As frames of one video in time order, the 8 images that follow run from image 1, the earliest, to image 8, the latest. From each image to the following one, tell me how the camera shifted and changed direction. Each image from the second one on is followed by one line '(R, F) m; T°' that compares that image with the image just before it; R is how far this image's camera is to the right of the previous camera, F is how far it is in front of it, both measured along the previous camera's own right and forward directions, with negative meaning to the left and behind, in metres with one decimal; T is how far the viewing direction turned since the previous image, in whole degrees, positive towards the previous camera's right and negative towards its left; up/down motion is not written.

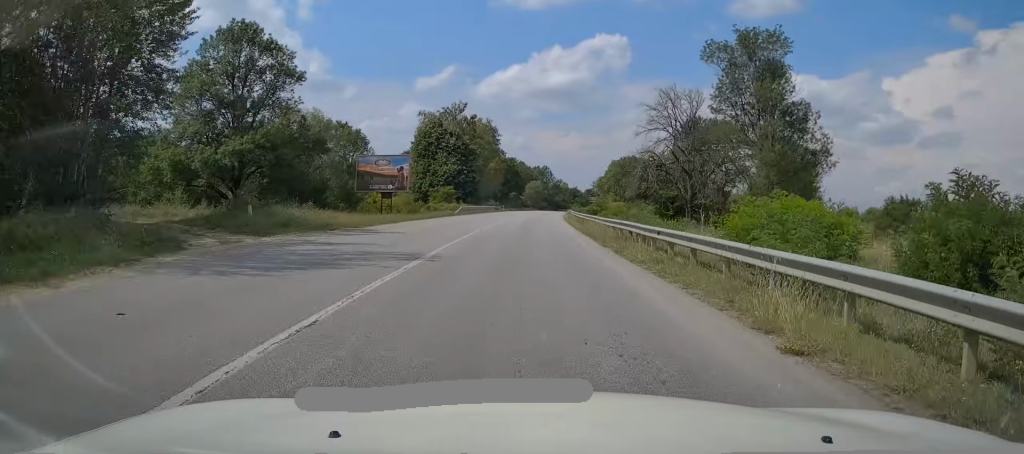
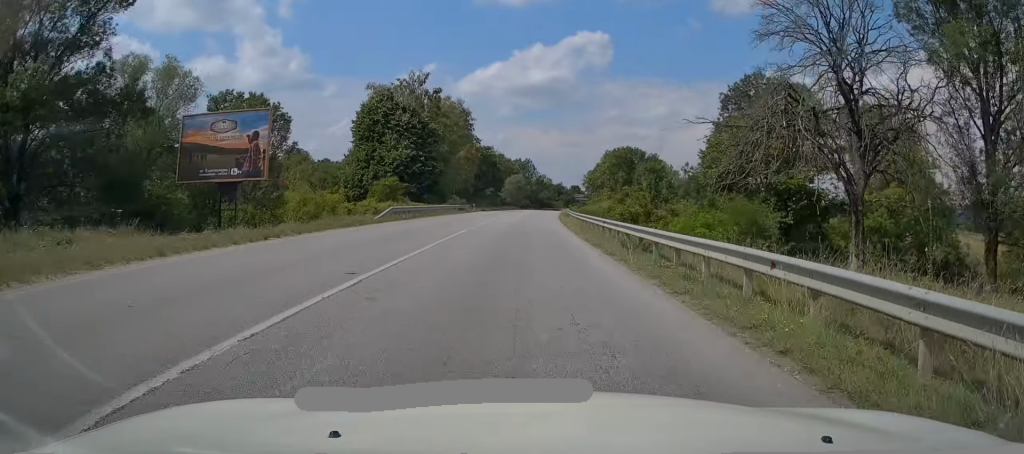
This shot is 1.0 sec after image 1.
(+0.1, +23.9) m; +1°
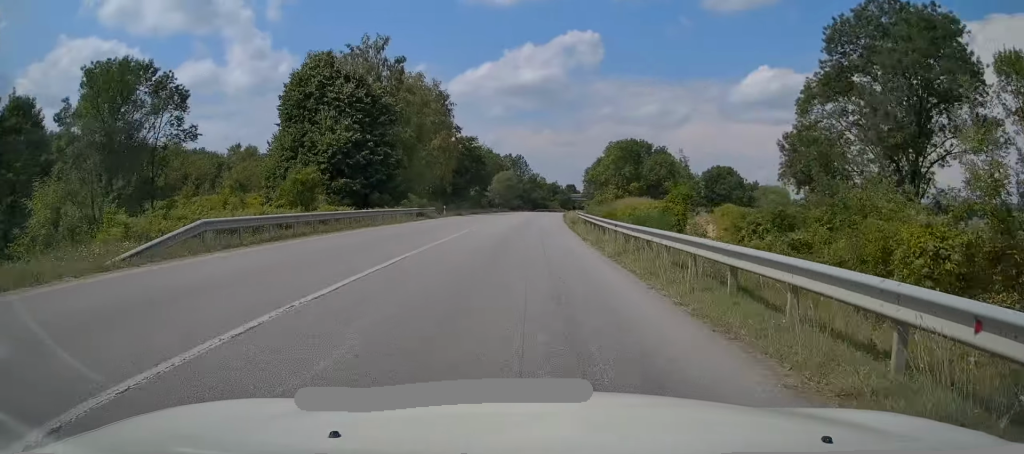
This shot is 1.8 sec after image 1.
(+0.3, +19.9) m; +2°
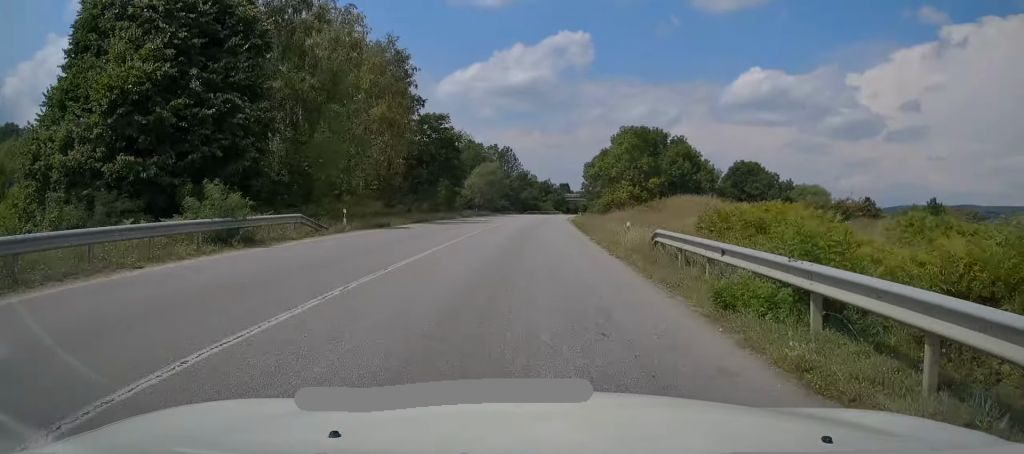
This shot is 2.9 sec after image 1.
(+0.5, +26.3) m; +1°
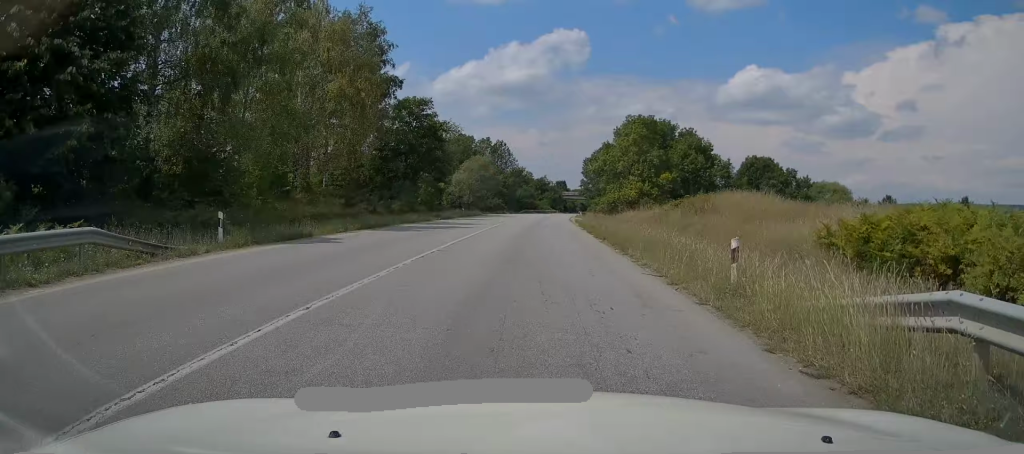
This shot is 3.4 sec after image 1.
(0.0, +10.4) m; 0°
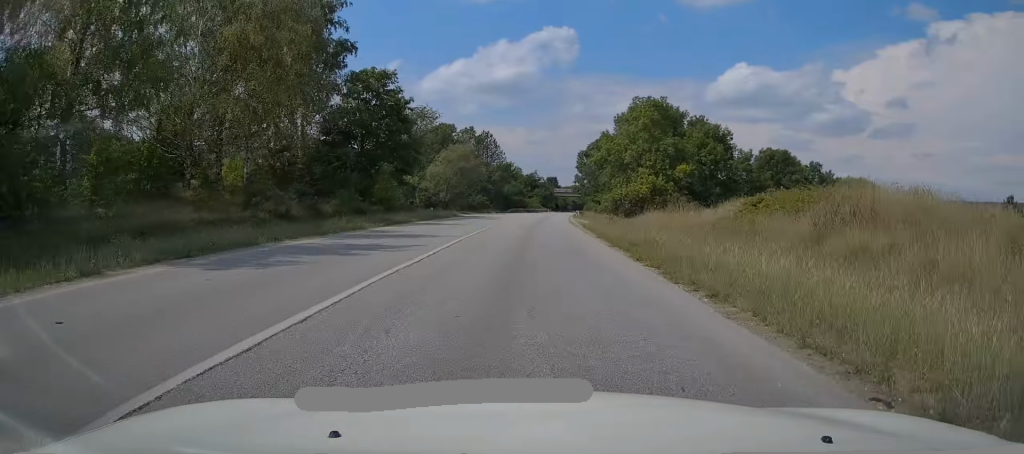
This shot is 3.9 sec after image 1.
(0.0, +13.6) m; +1°
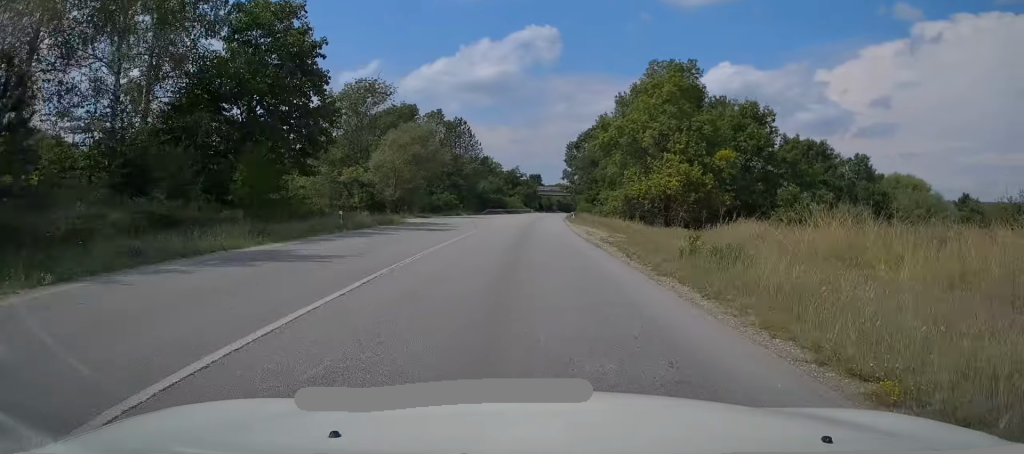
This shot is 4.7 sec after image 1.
(+0.3, +19.2) m; +2°
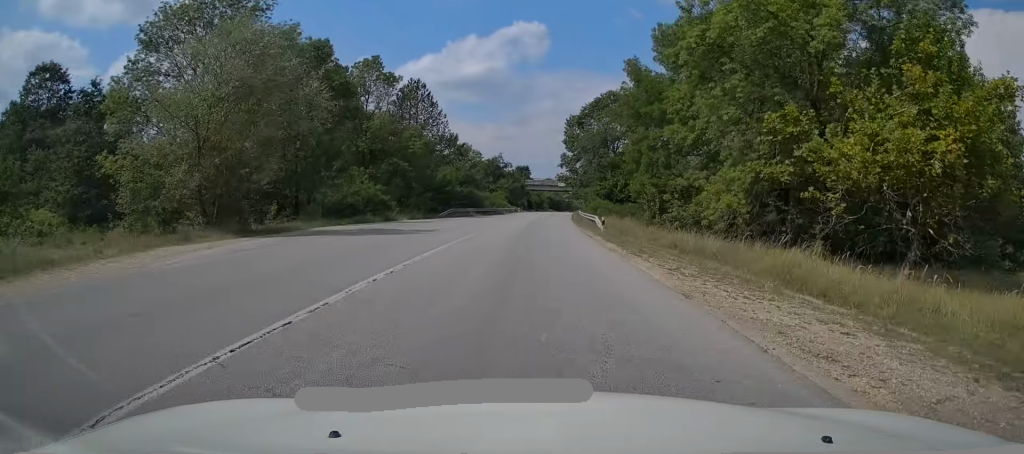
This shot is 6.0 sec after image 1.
(+0.4, +30.7) m; 0°
